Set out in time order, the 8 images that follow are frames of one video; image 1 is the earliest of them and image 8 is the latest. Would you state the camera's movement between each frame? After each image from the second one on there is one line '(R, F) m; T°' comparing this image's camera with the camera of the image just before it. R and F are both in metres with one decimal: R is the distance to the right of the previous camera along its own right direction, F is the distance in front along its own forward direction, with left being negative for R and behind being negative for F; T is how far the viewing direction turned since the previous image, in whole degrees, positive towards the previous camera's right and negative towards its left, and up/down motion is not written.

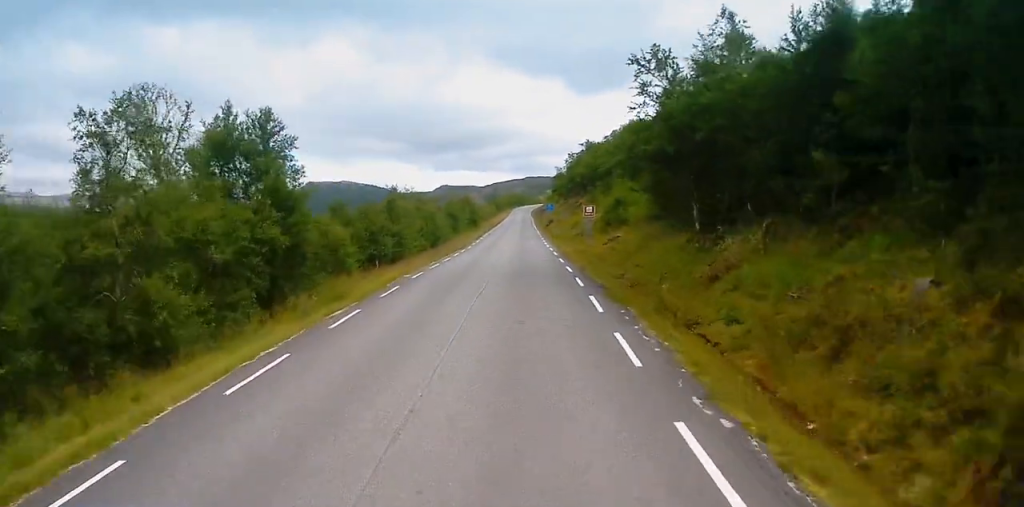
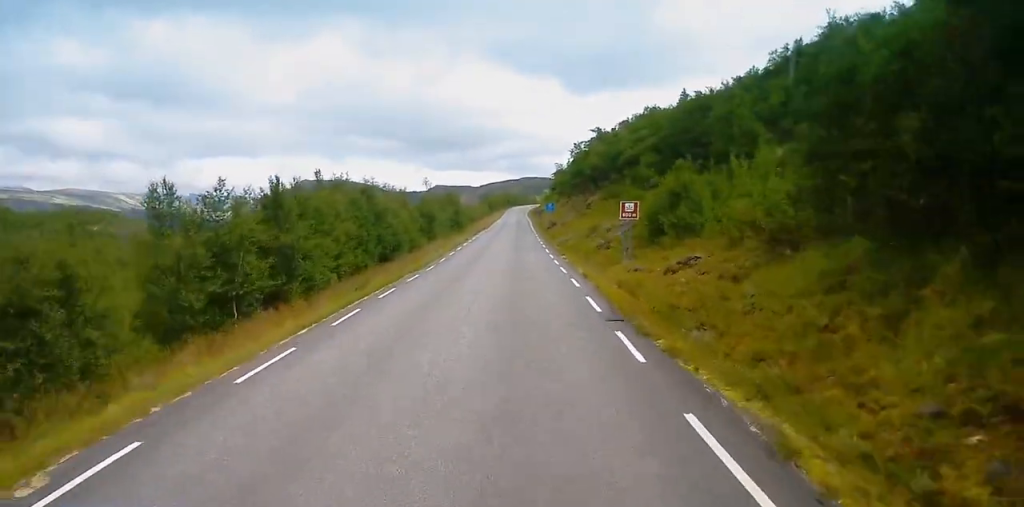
(-0.2, +23.7) m; 0°
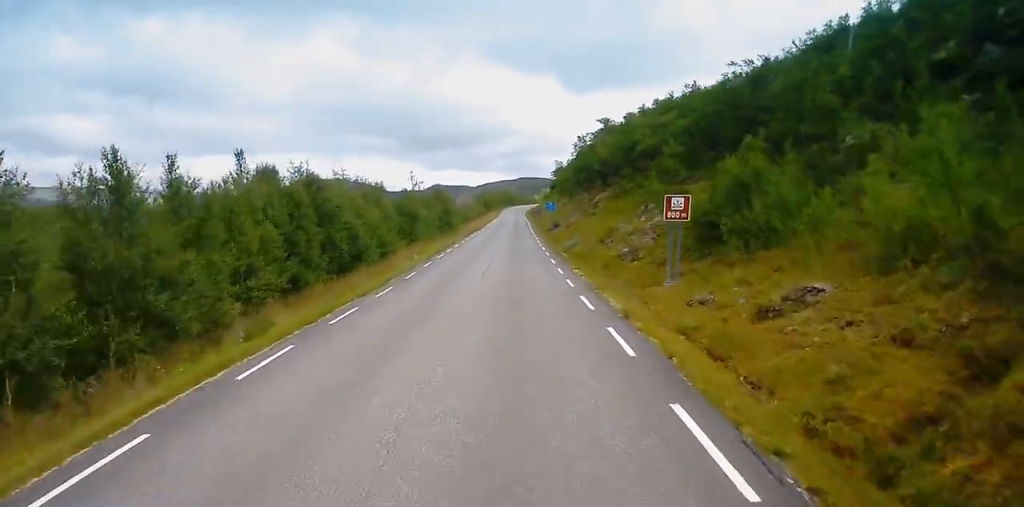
(+0.1, +11.7) m; 0°
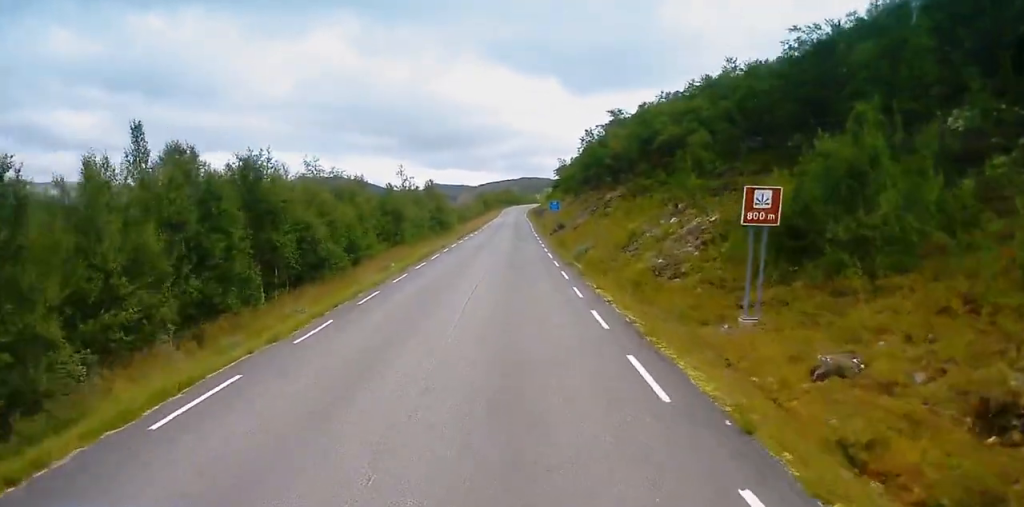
(+0.1, +8.8) m; 0°
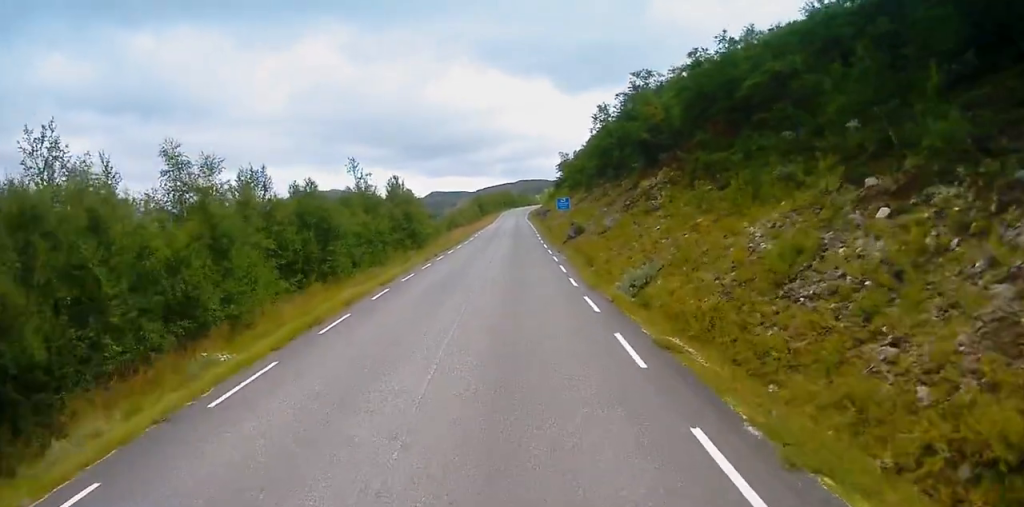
(-0.3, +22.1) m; -1°
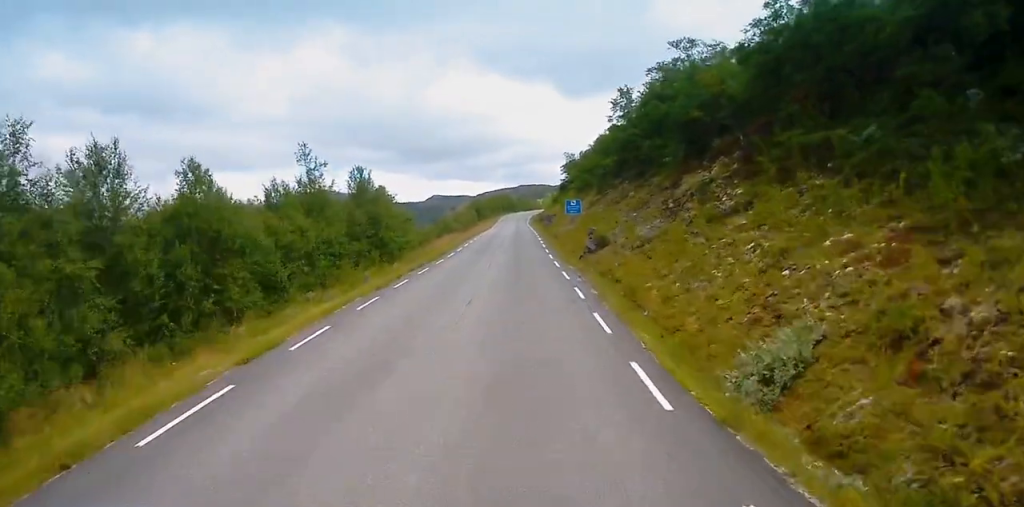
(0.0, +13.9) m; 0°
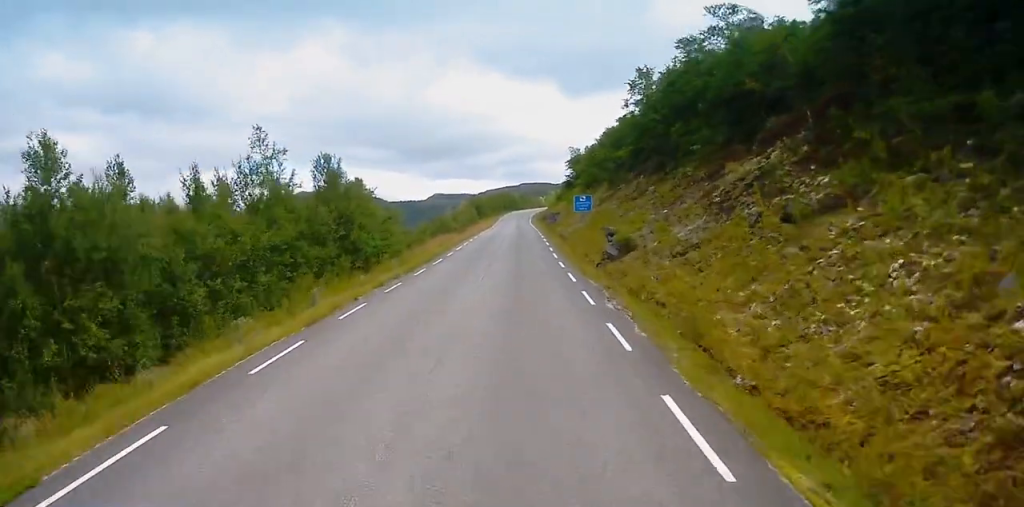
(-0.2, +8.3) m; 0°
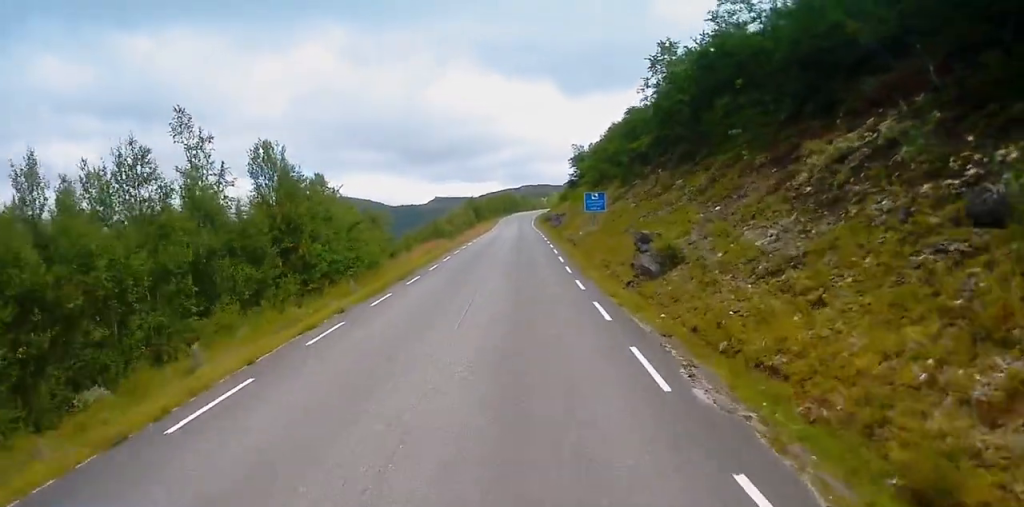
(+0.3, +9.1) m; 0°
